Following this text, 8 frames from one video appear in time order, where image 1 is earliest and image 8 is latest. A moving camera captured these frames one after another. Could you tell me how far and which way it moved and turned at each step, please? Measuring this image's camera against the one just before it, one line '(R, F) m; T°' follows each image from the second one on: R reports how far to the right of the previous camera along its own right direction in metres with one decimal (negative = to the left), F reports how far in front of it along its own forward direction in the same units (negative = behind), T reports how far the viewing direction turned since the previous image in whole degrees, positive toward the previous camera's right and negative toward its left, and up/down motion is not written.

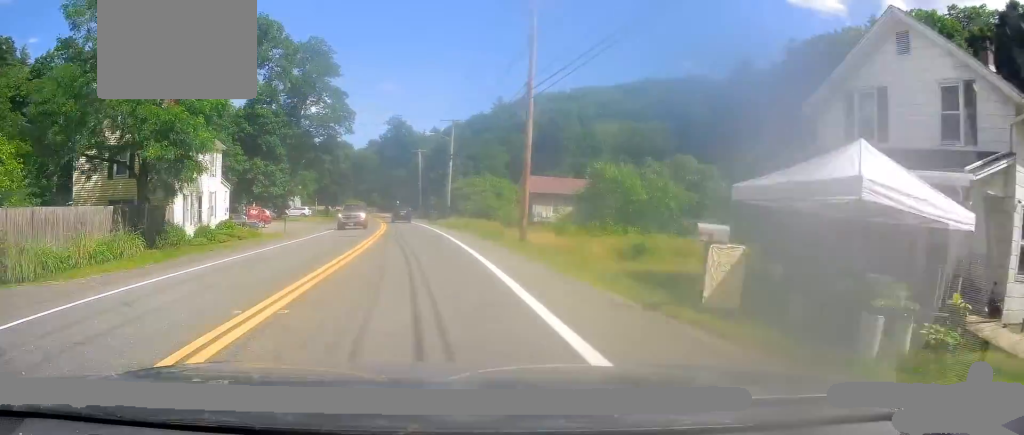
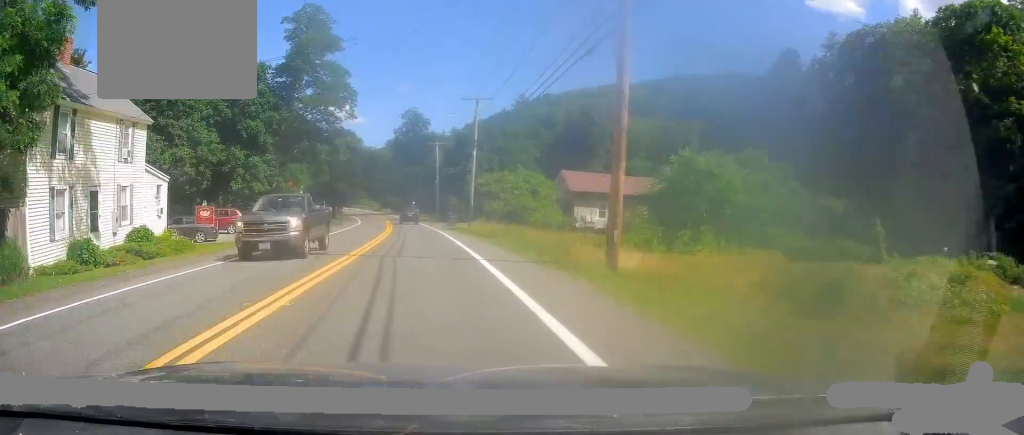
(0.0, +11.6) m; -2°
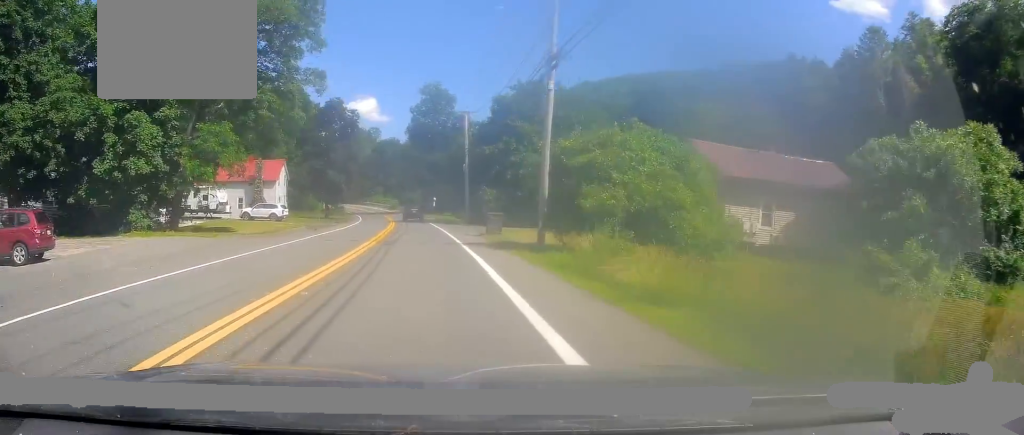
(-1.2, +24.2) m; -5°
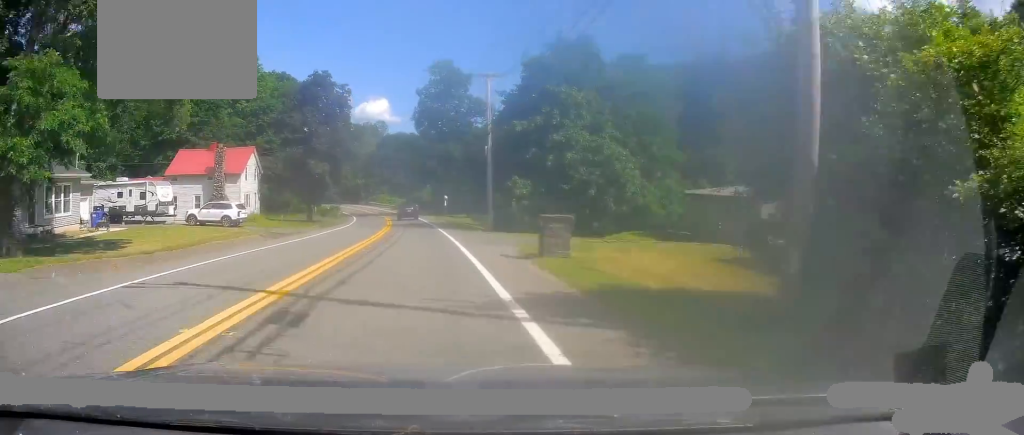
(-0.2, +14.6) m; -1°
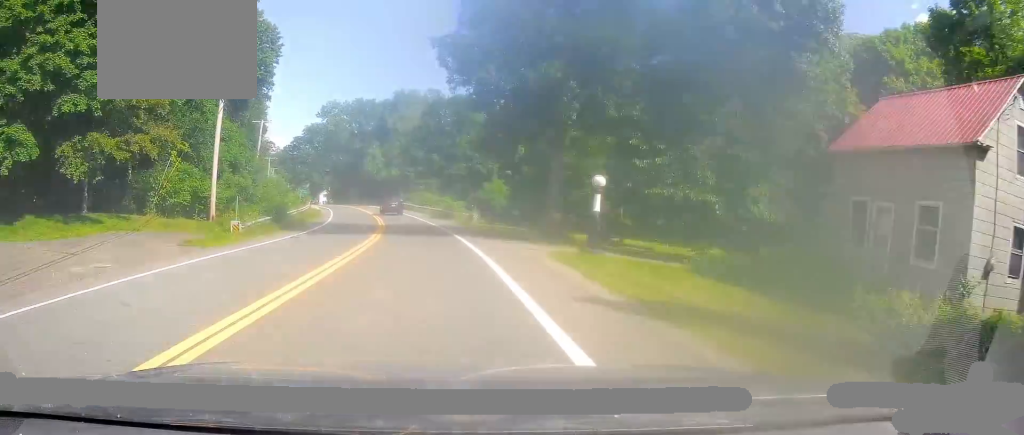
(-1.3, +54.7) m; -6°
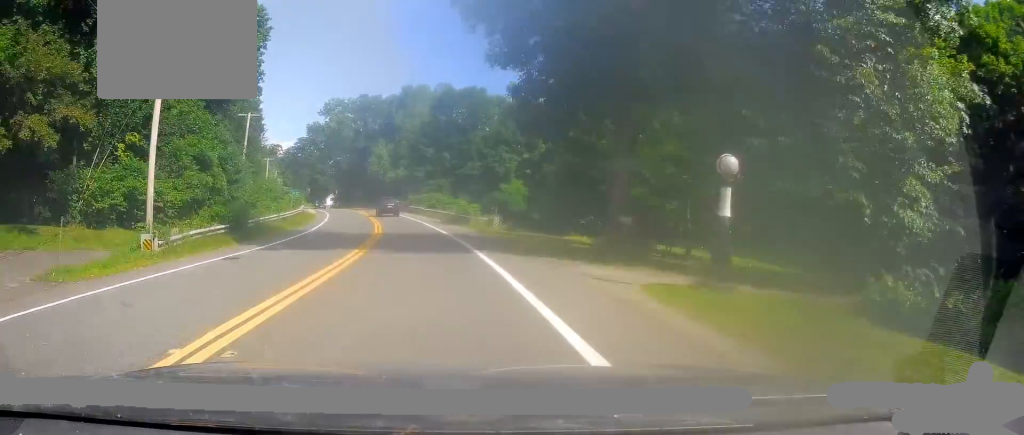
(+0.1, +7.9) m; -2°
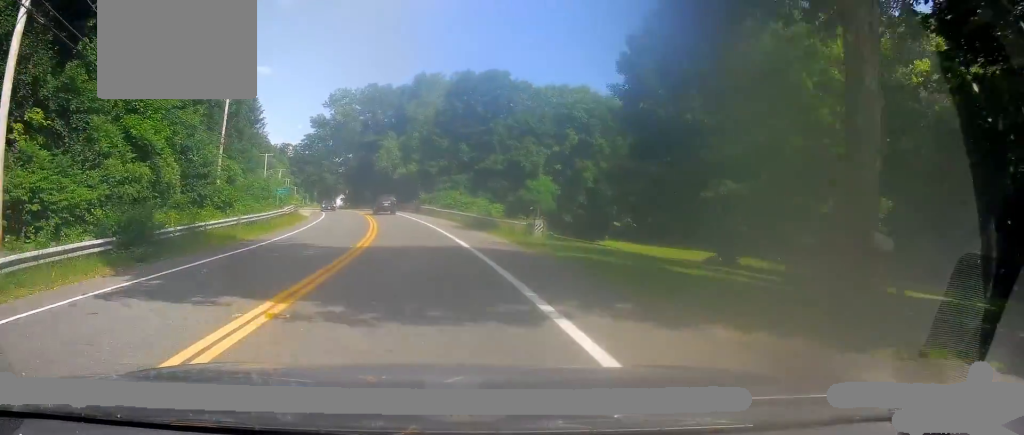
(-0.5, +11.3) m; -2°
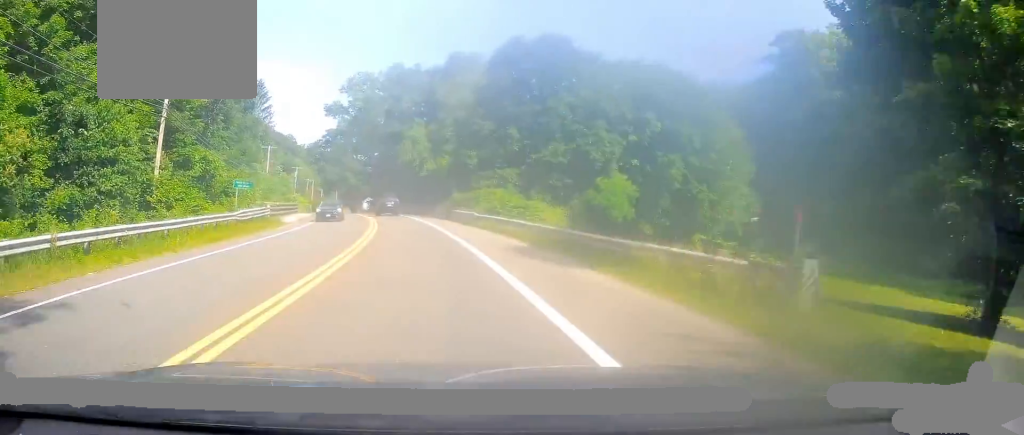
(-0.4, +17.1) m; -2°
